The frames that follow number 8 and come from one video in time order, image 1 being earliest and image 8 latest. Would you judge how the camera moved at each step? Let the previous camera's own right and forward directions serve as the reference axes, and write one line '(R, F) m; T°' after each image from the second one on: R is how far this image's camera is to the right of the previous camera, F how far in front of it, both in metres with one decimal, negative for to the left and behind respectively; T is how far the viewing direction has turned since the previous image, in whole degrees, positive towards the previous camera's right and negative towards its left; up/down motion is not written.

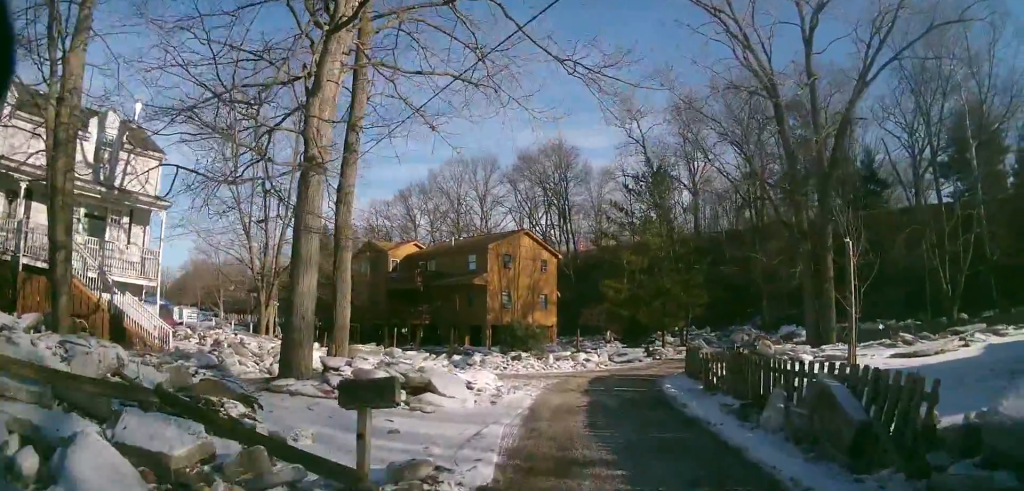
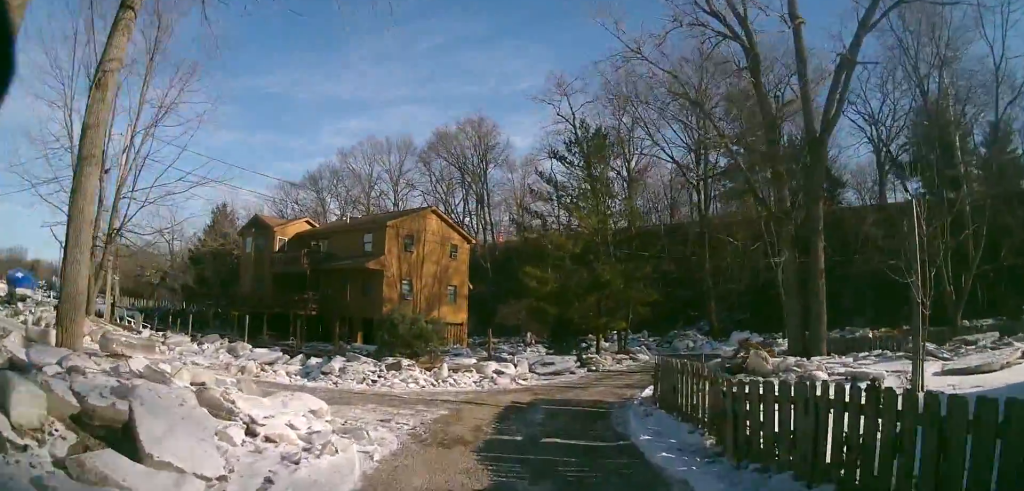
(0.0, +5.9) m; 0°
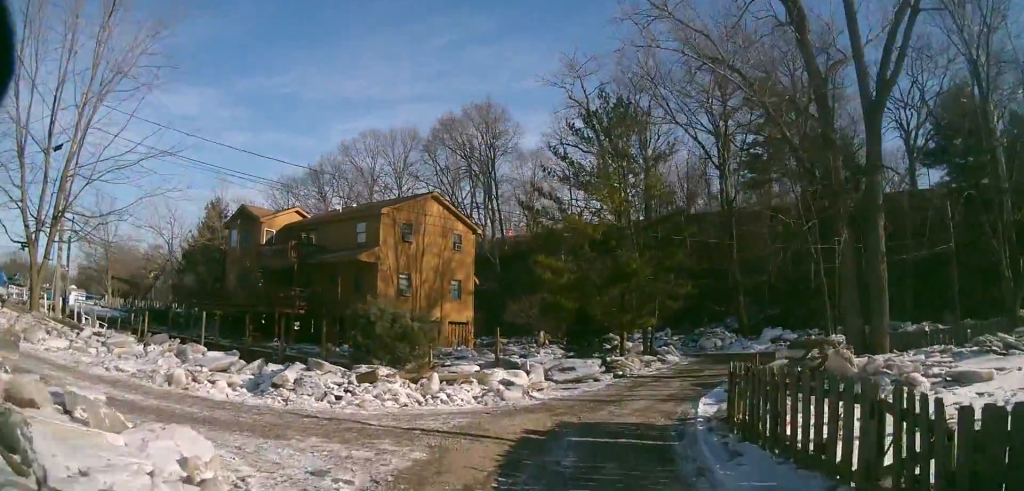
(0.0, +4.7) m; +9°
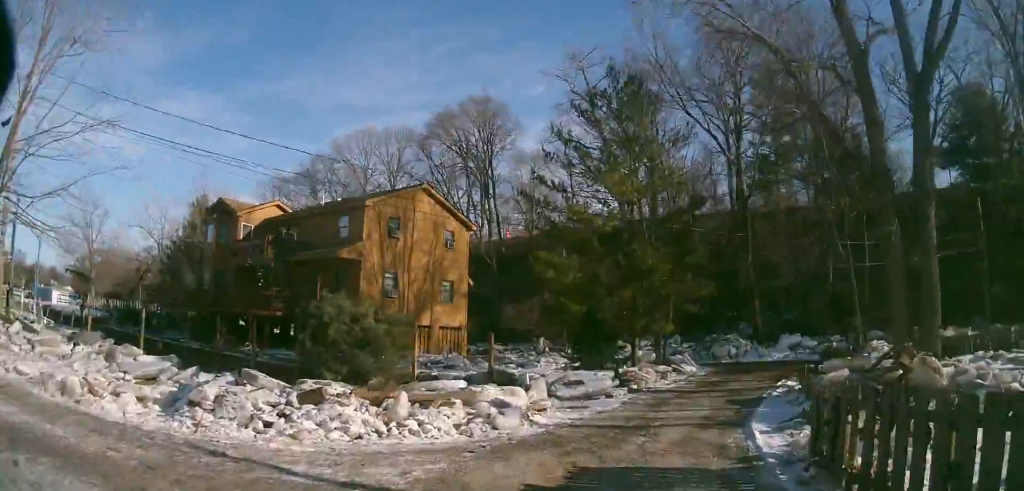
(+0.6, +3.6) m; +9°
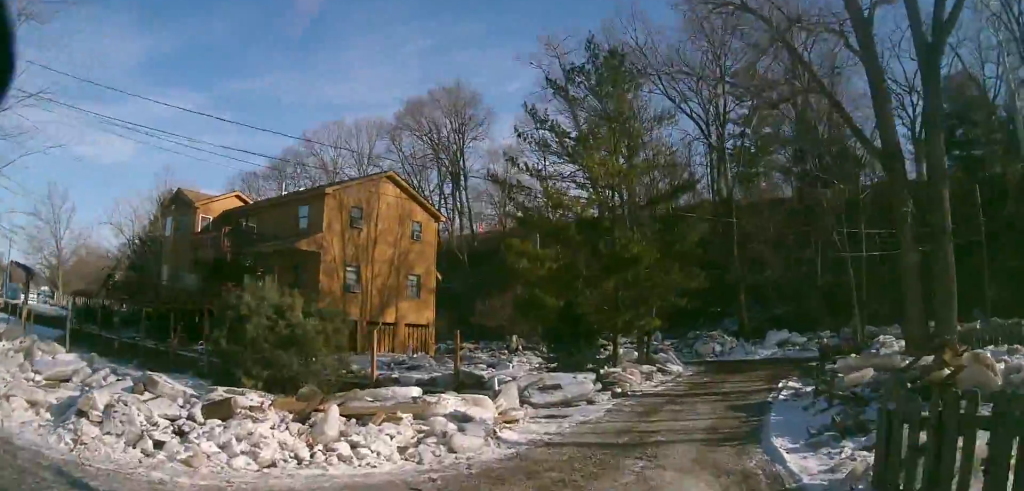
(+0.1, +2.4) m; +4°
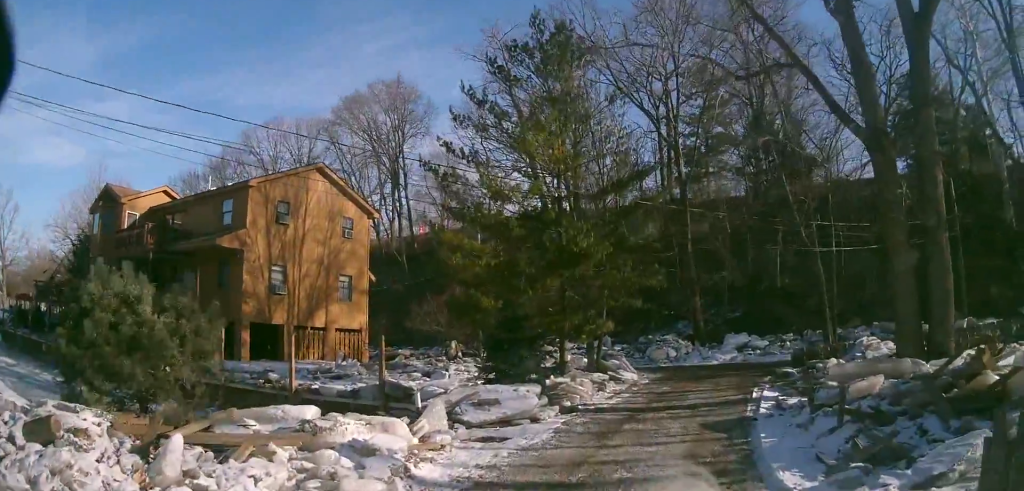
(-0.1, +2.5) m; +2°
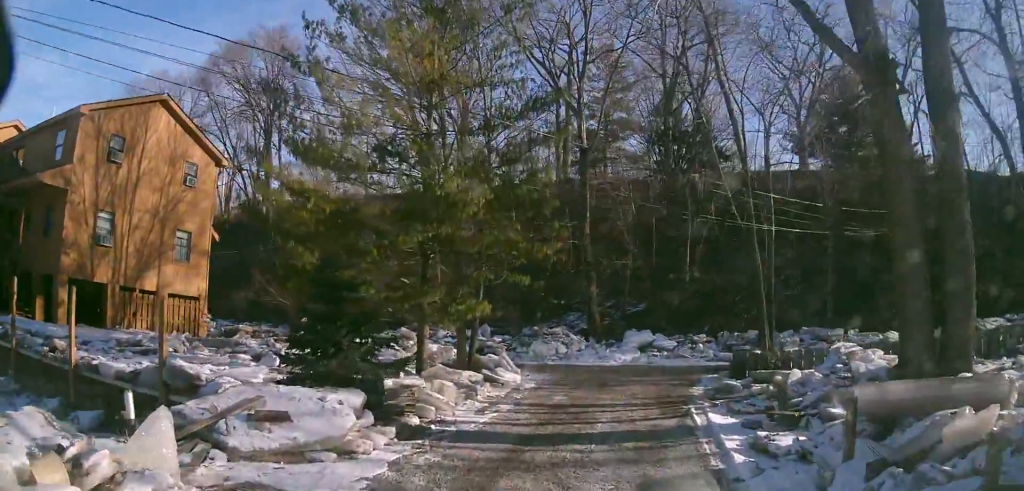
(+0.5, +5.1) m; +10°
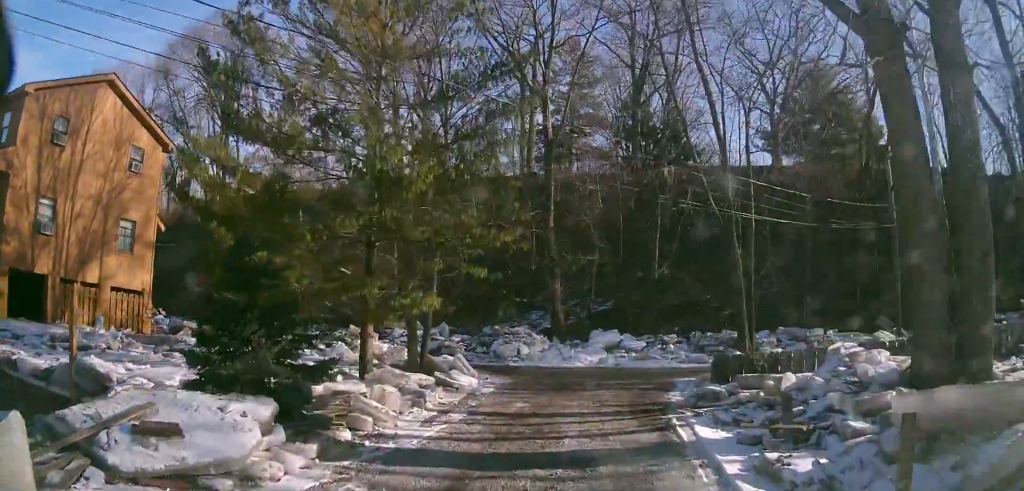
(+0.1, +1.5) m; +1°
